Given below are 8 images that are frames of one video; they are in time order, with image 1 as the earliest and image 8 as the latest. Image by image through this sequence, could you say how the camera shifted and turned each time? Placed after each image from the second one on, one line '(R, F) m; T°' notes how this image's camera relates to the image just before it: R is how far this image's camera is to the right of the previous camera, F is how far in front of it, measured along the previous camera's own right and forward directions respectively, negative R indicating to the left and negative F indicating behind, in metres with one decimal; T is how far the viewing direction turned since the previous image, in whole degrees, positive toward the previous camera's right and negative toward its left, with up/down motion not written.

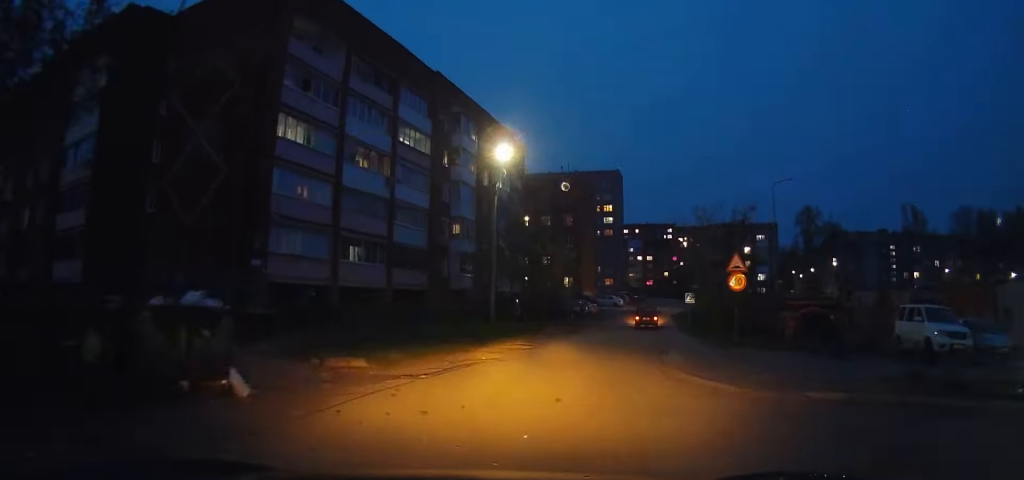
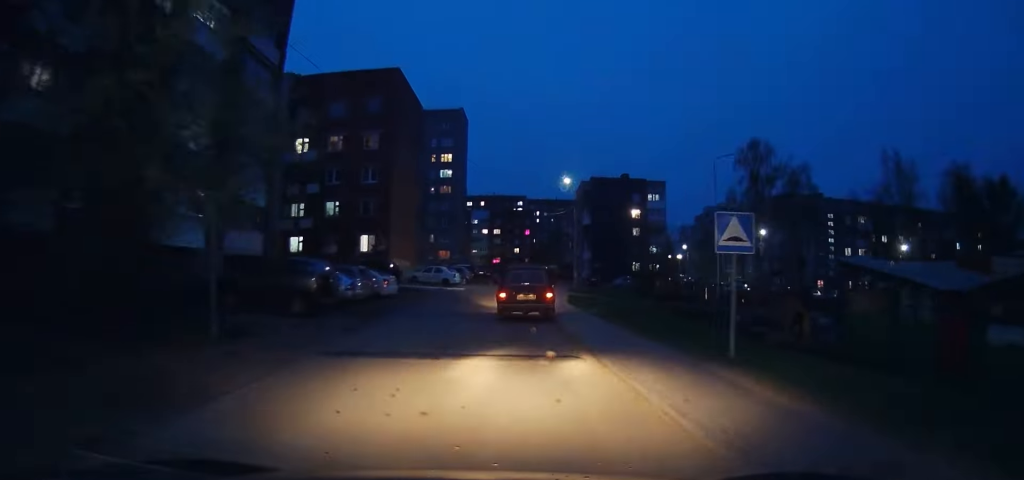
(+1.6, +24.7) m; +3°
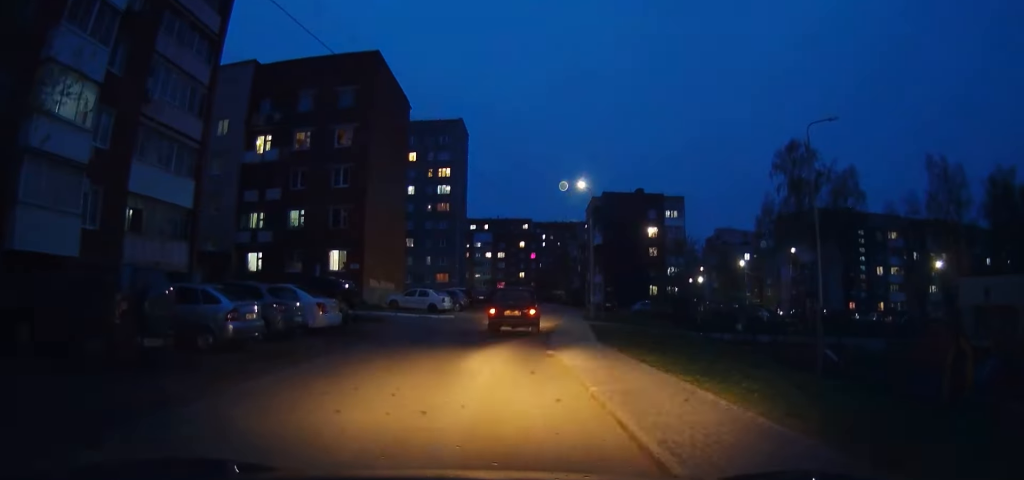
(-0.2, +14.1) m; -1°
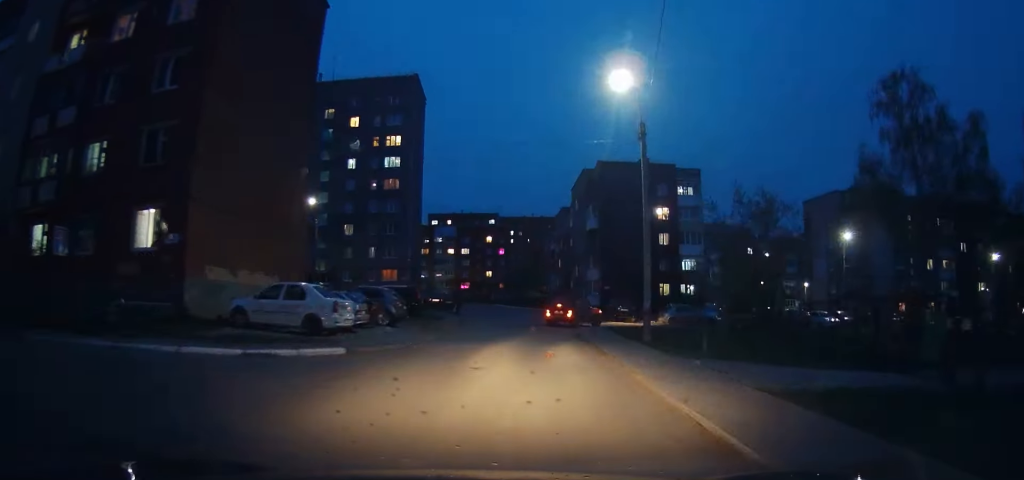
(-0.1, +23.6) m; +4°
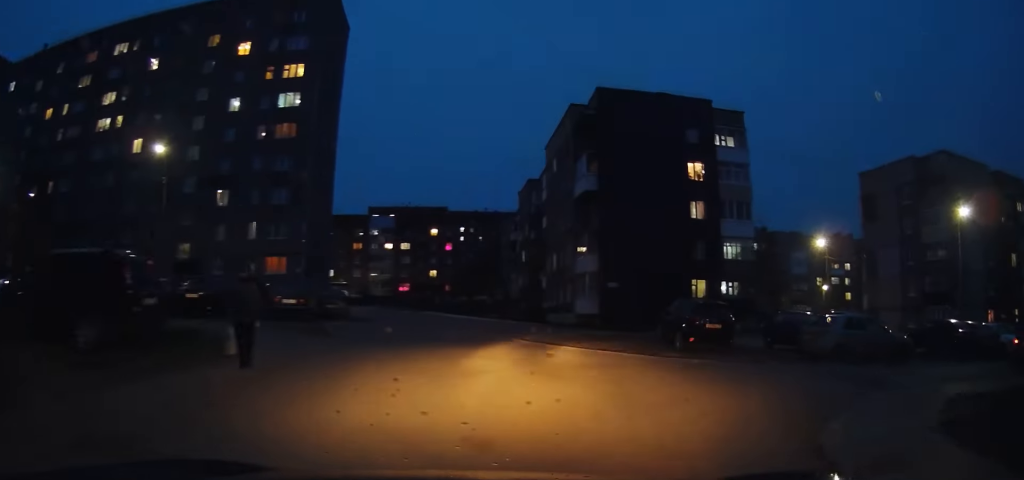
(+2.2, +18.0) m; +28°
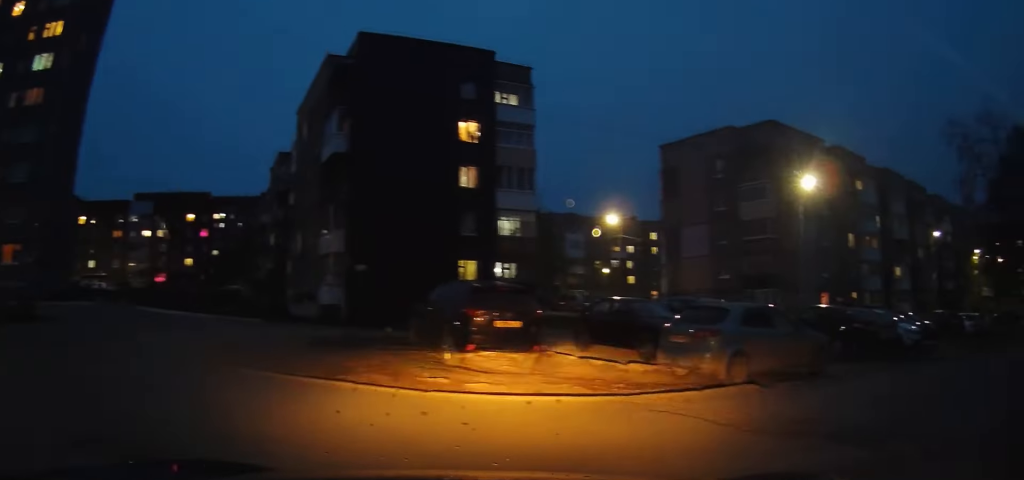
(-0.6, +8.2) m; +26°
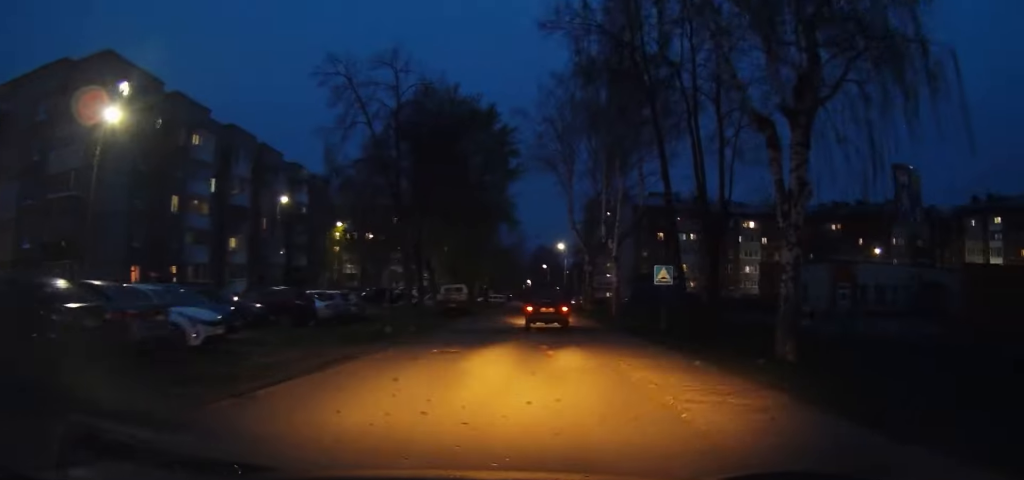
(+7.4, +10.8) m; +38°
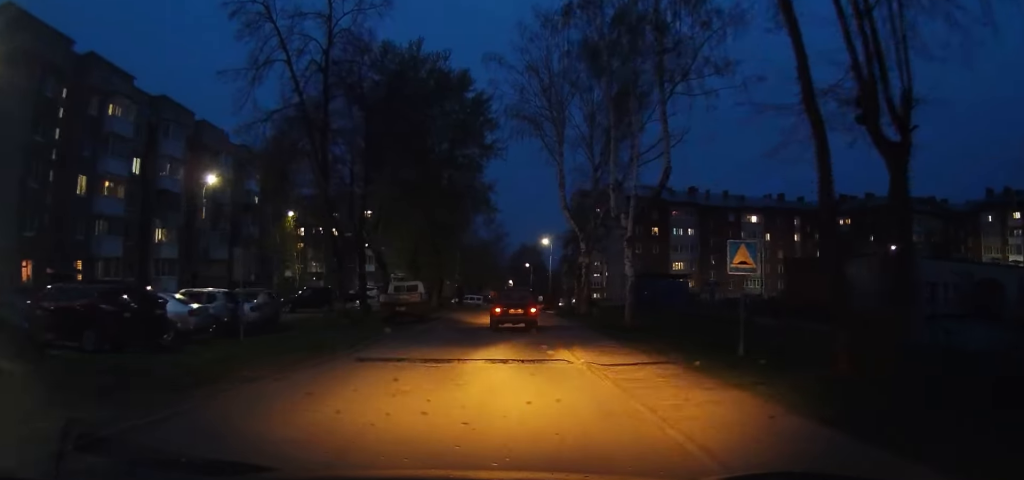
(+0.7, +10.4) m; +4°
